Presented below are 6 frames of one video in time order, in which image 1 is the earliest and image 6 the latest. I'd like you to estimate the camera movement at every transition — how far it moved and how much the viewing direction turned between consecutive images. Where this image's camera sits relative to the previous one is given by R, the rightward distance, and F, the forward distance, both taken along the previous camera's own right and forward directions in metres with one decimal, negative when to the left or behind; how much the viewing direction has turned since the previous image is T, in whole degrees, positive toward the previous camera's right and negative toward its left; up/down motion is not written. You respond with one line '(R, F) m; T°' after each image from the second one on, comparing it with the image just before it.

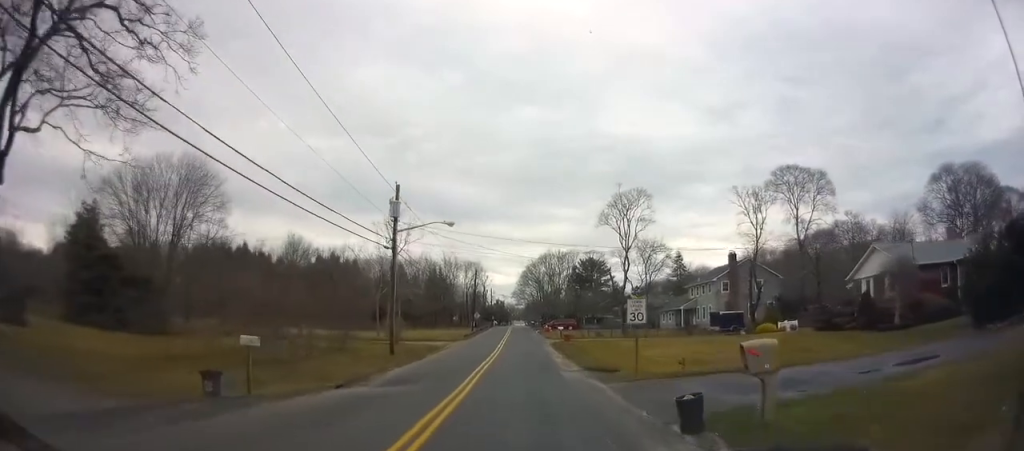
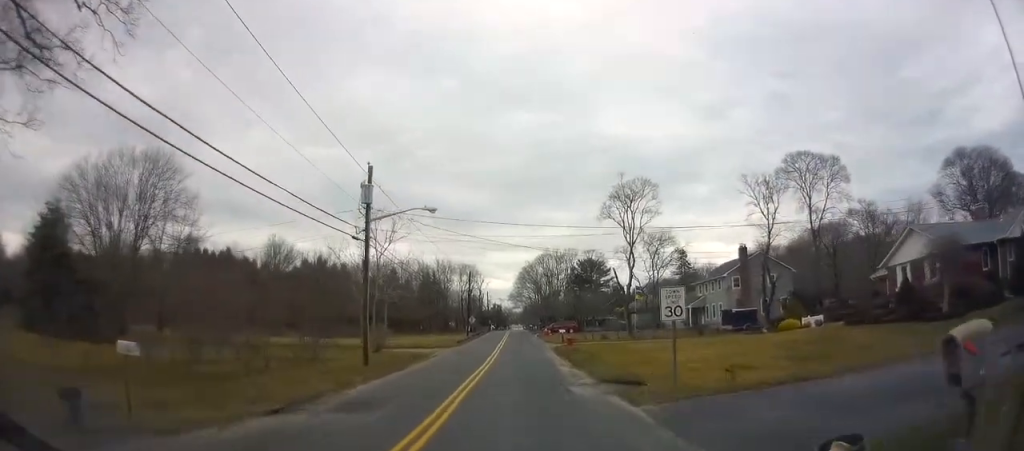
(0.0, +4.8) m; 0°
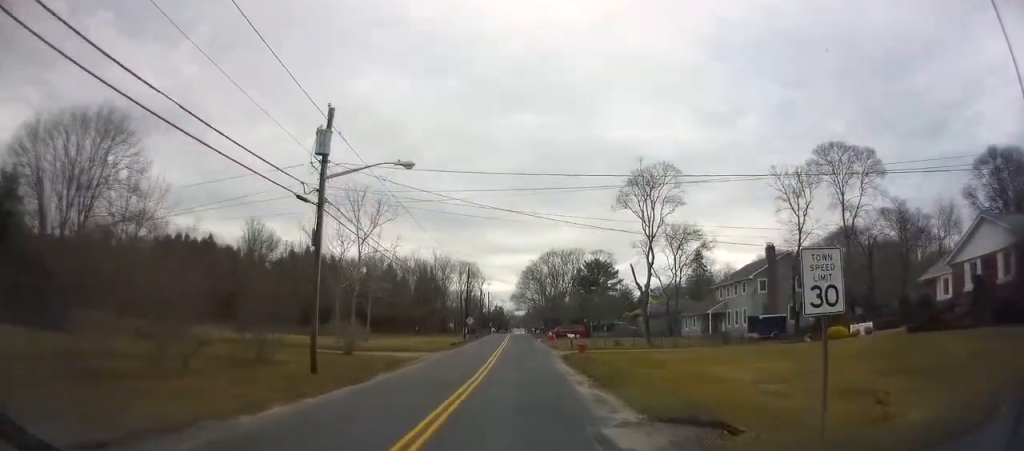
(-0.1, +7.1) m; 0°
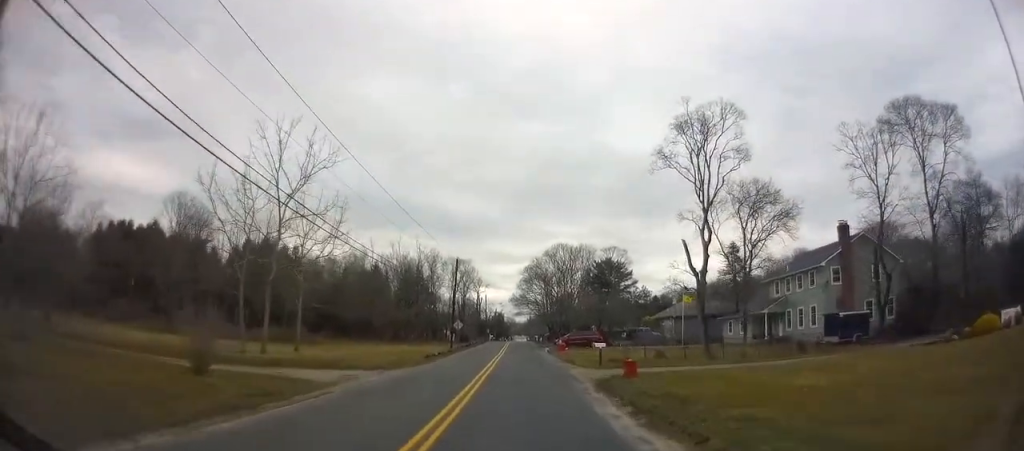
(+0.1, +15.5) m; -1°
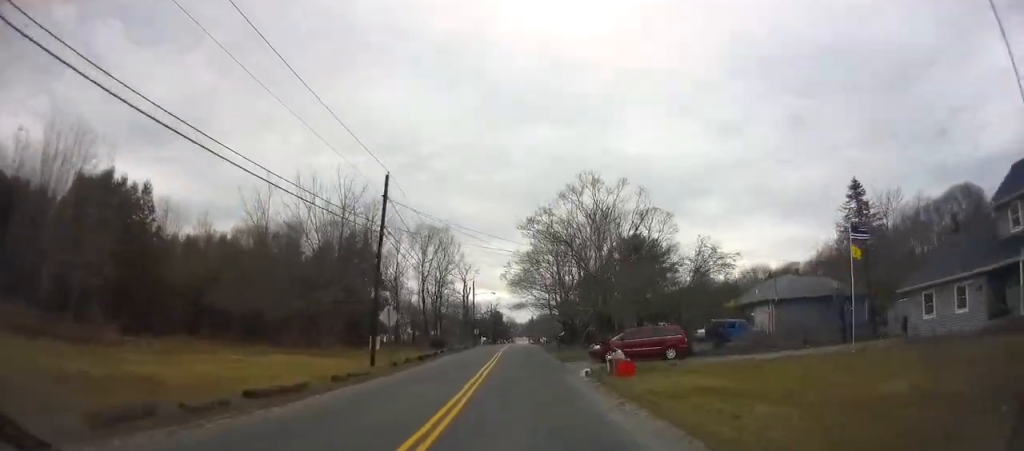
(0.0, +31.6) m; 0°
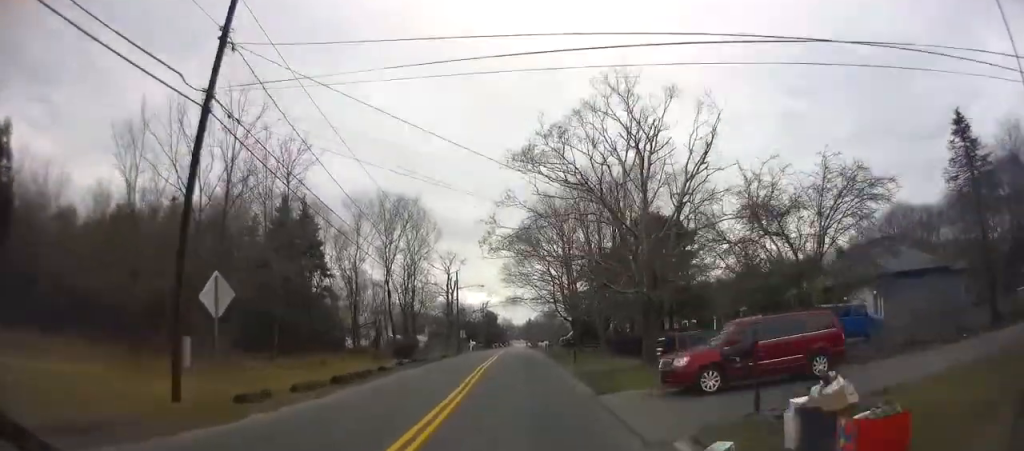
(0.0, +16.3) m; 0°
